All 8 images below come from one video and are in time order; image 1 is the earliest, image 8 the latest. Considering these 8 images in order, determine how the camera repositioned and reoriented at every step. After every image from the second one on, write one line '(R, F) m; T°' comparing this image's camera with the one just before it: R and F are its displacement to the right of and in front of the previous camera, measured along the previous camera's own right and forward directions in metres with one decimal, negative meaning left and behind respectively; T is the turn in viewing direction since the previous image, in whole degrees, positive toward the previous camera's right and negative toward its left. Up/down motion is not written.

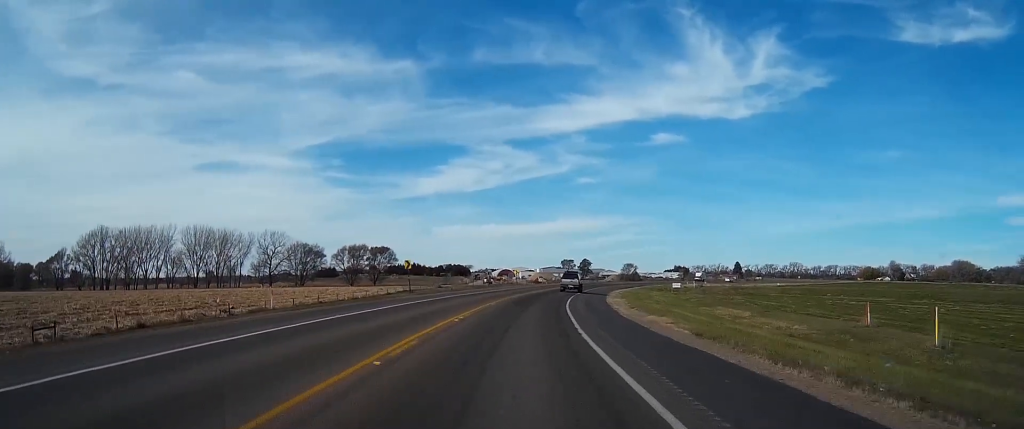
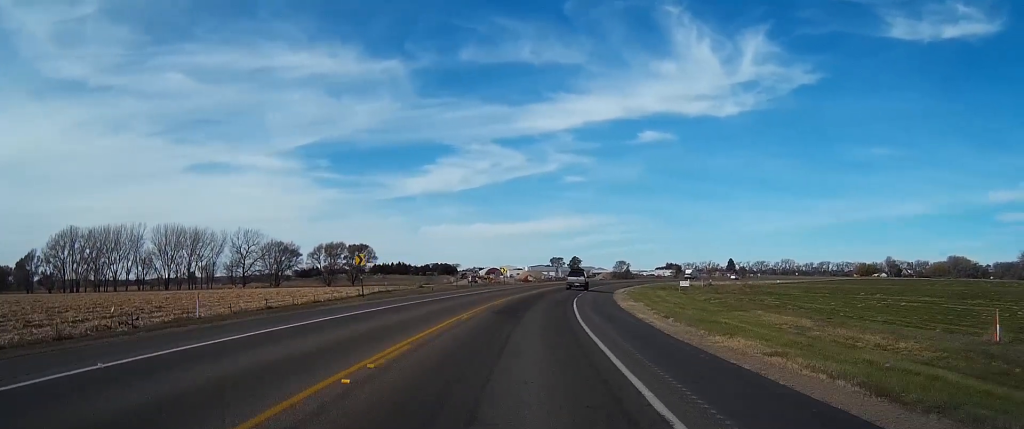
(0.0, +13.2) m; +1°
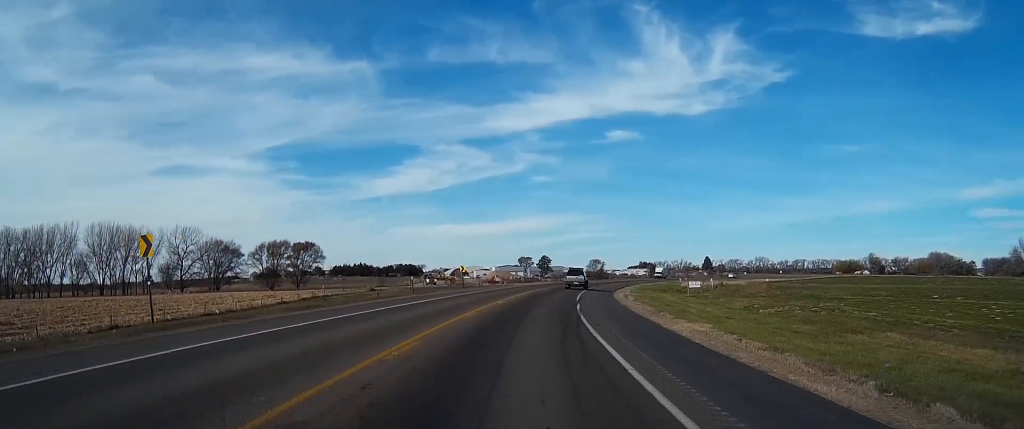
(+0.5, +22.3) m; +3°
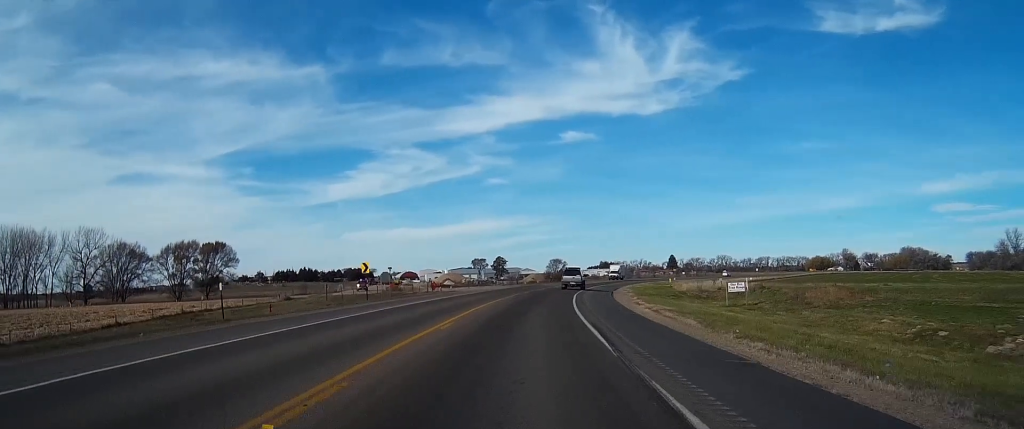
(+1.0, +29.3) m; +3°
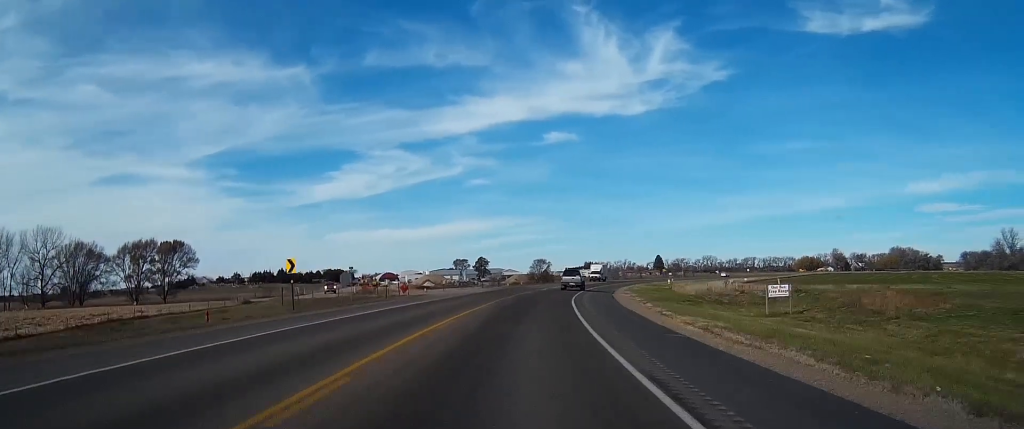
(0.0, +10.9) m; +1°
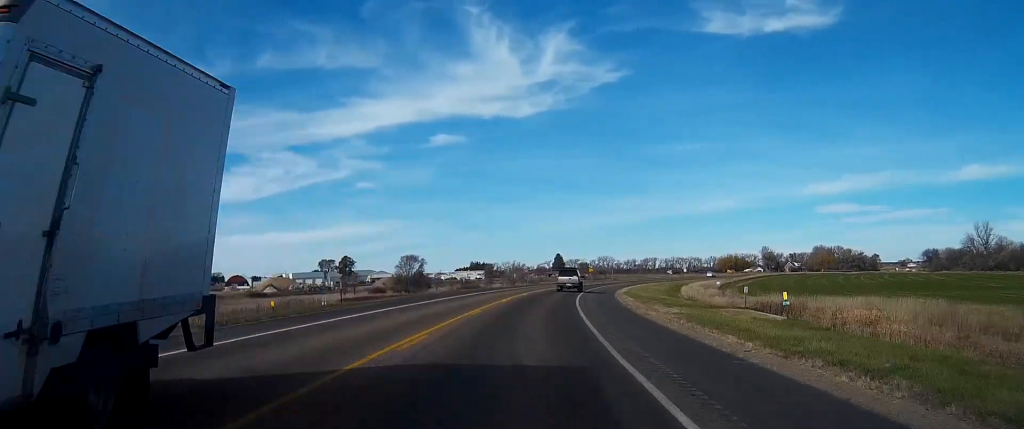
(+6.5, +78.0) m; +9°
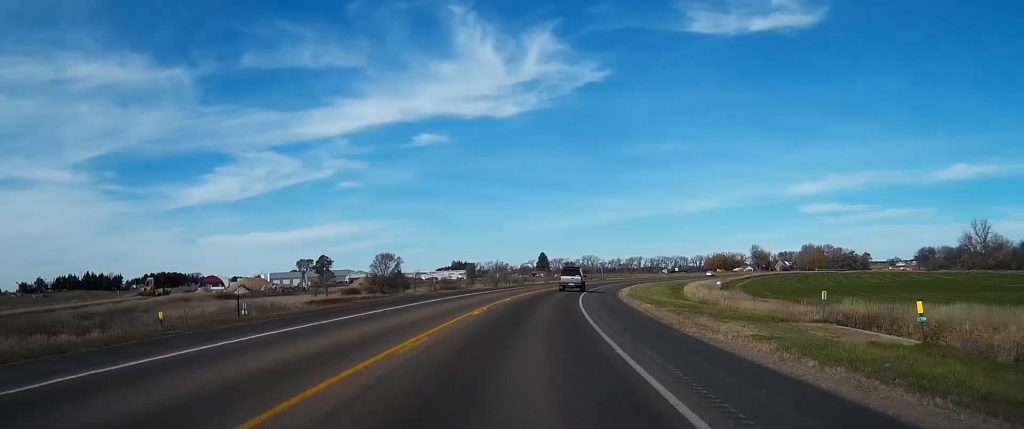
(+0.1, +12.8) m; +1°
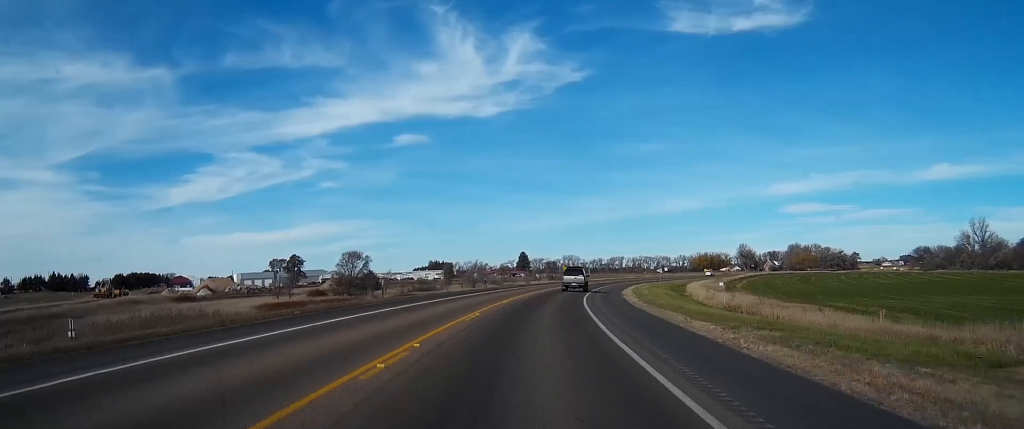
(+0.1, +15.3) m; +1°
